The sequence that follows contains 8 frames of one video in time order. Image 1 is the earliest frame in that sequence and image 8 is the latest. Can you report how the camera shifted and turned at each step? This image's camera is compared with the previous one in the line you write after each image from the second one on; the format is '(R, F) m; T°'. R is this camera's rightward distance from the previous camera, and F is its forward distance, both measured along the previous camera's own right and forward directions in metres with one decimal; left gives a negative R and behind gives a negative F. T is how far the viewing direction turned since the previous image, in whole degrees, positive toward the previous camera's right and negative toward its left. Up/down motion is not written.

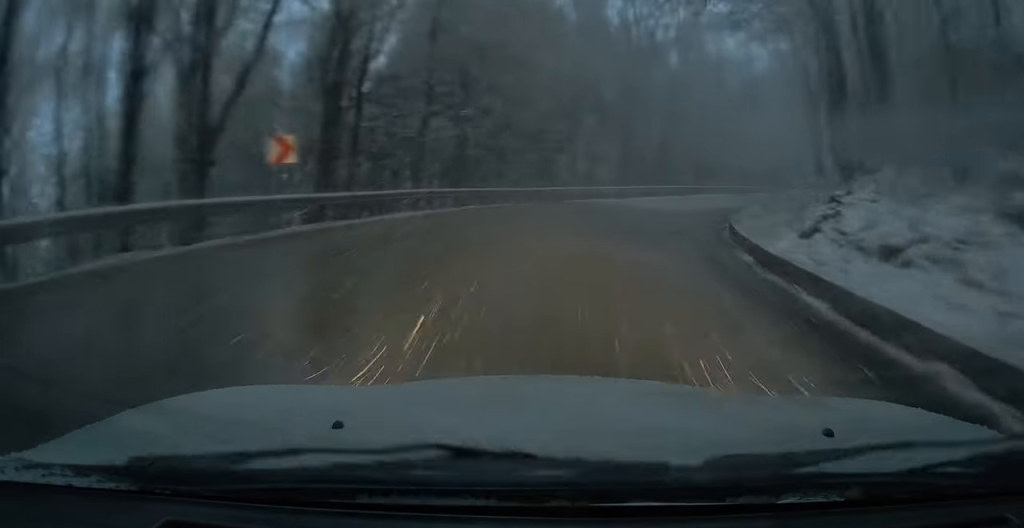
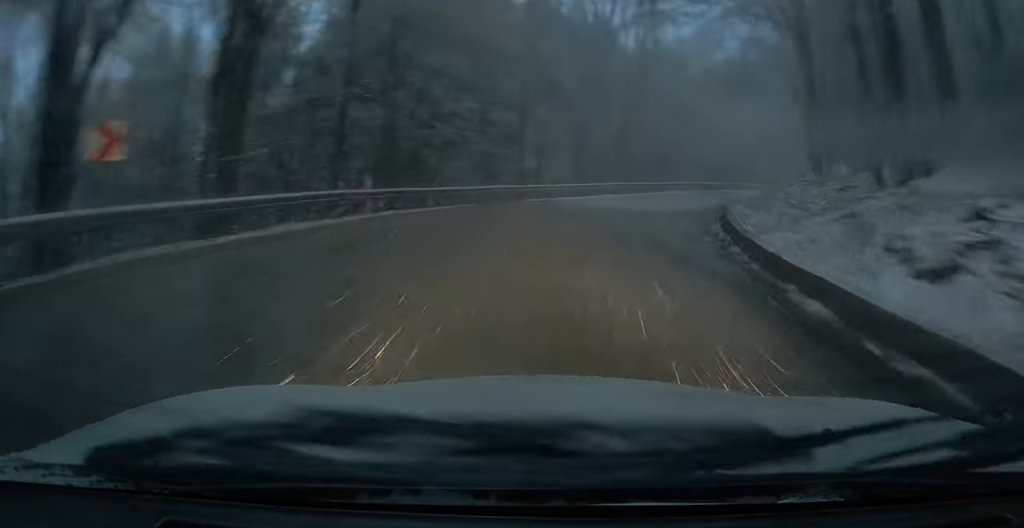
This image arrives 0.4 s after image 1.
(0.0, +4.5) m; +4°
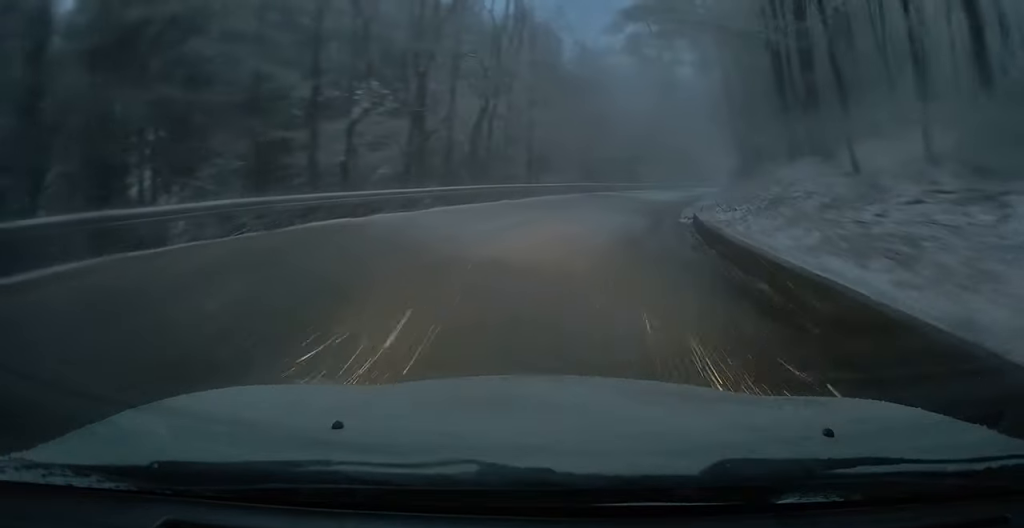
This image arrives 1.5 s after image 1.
(+1.2, +12.7) m; +14°
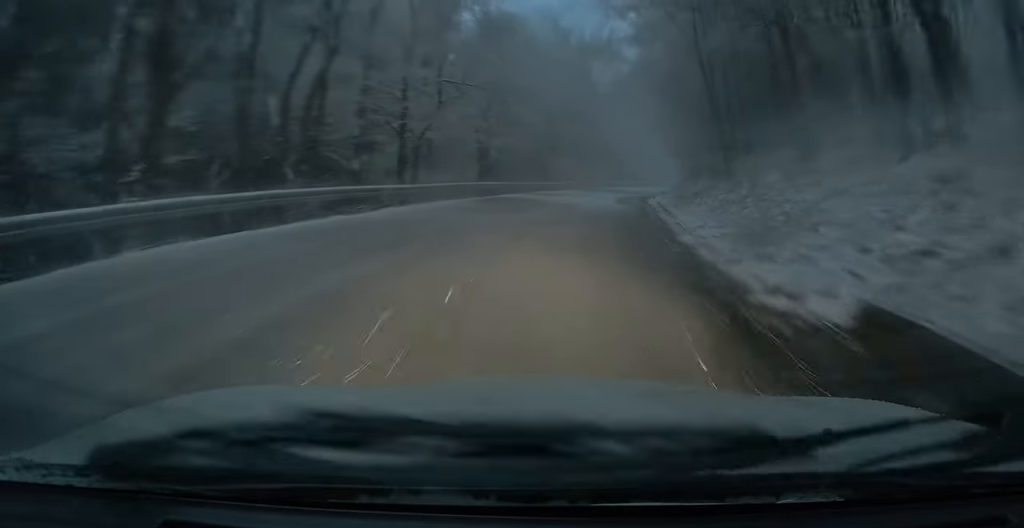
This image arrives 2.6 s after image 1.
(+1.8, +12.8) m; +14°
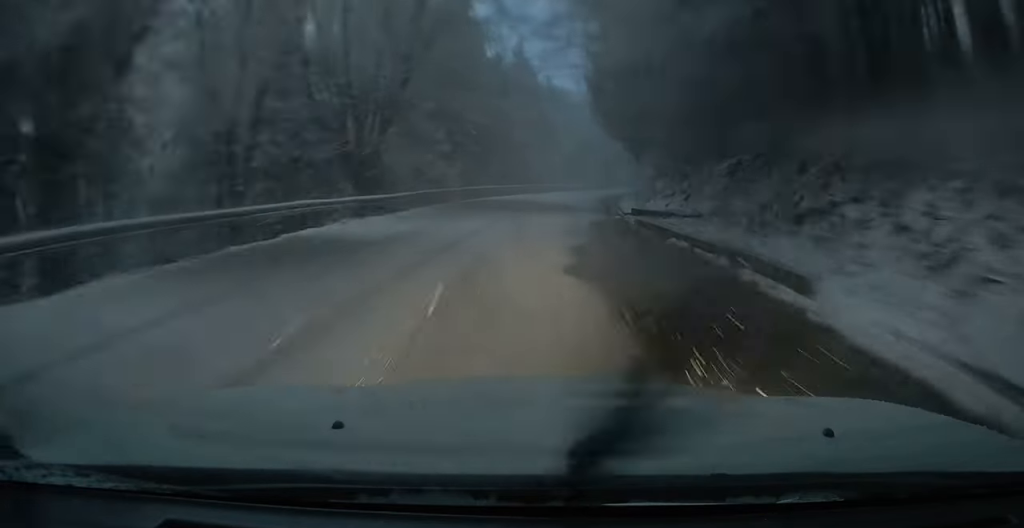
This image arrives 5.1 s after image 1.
(+2.9, +31.0) m; +8°
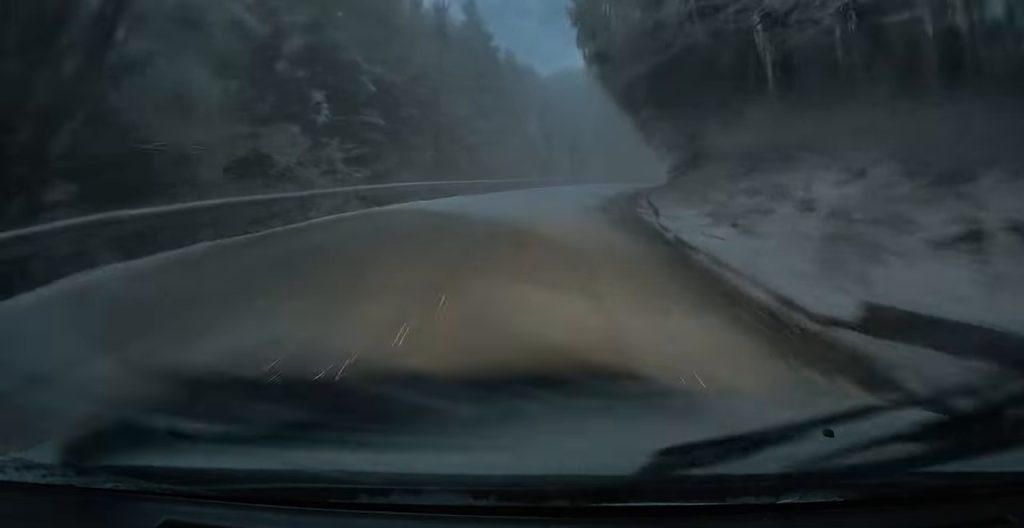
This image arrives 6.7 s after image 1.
(+1.3, +19.0) m; +7°
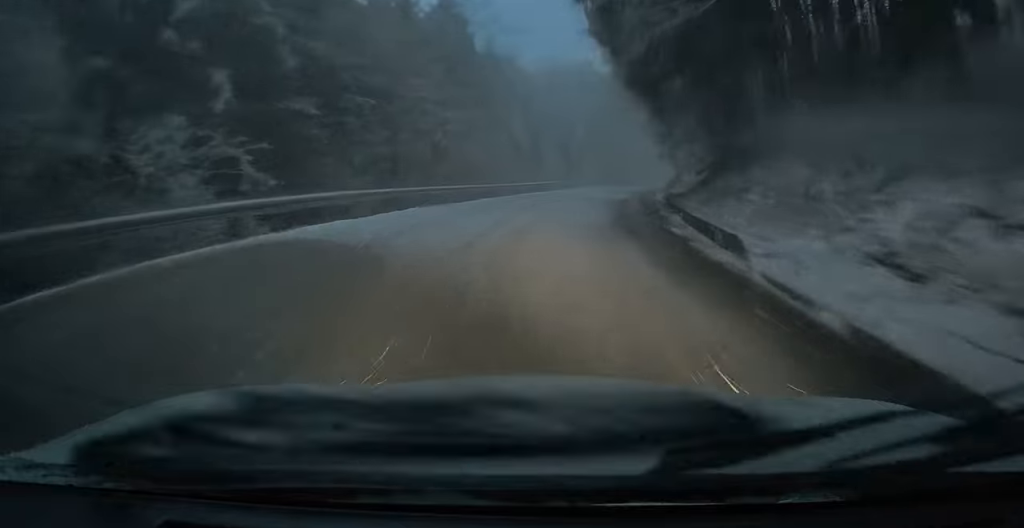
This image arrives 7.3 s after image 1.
(+0.2, +7.5) m; +2°
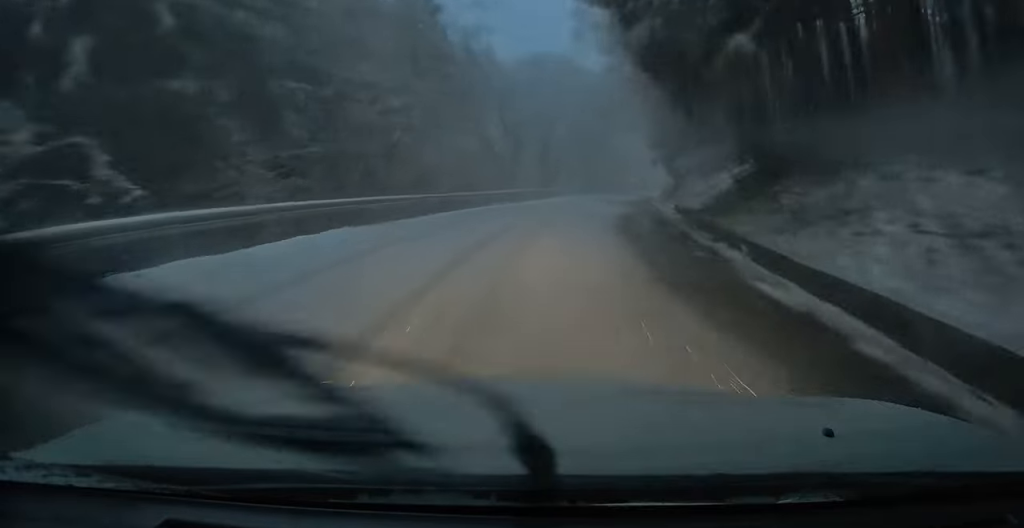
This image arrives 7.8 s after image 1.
(0.0, +6.3) m; +2°
